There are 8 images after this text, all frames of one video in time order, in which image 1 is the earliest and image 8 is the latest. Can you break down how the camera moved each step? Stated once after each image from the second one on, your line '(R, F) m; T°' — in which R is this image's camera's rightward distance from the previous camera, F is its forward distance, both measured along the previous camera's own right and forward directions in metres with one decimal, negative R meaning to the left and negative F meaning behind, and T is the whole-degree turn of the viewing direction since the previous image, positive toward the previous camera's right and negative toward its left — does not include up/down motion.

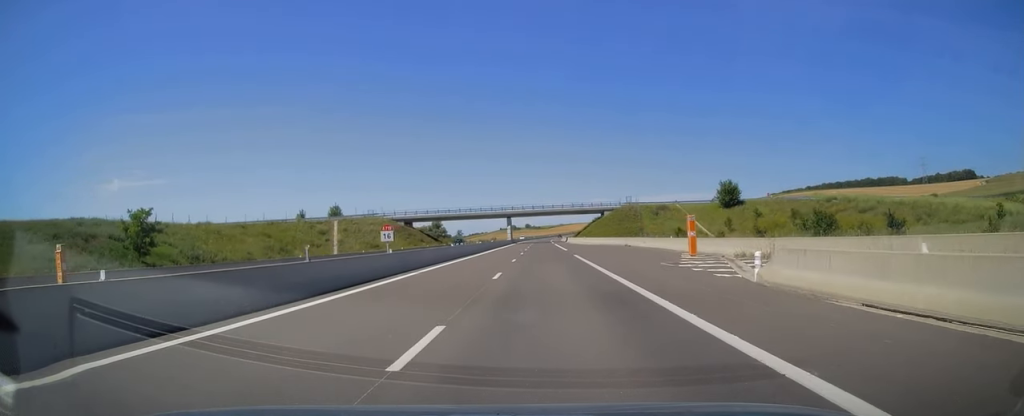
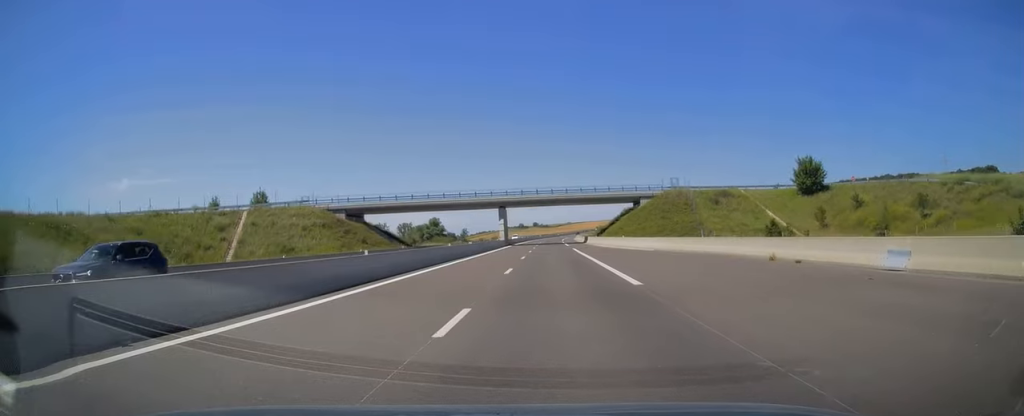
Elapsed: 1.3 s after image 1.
(-0.3, +37.4) m; -1°
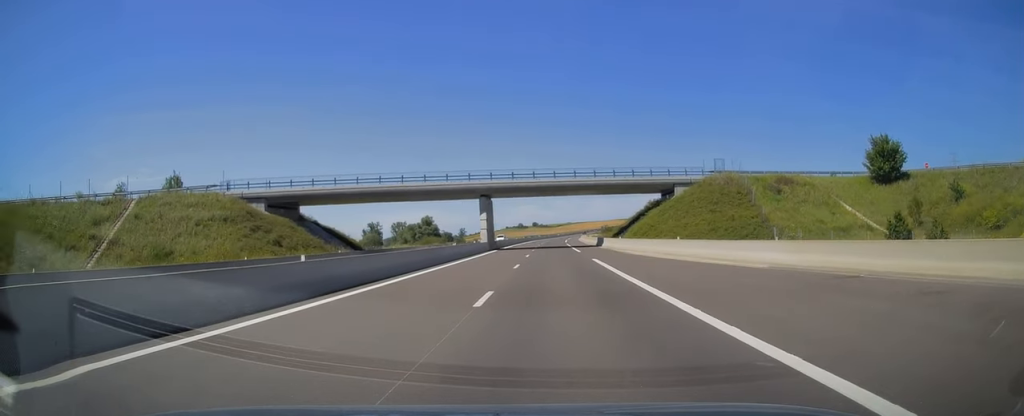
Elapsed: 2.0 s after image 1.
(0.0, +22.7) m; 0°
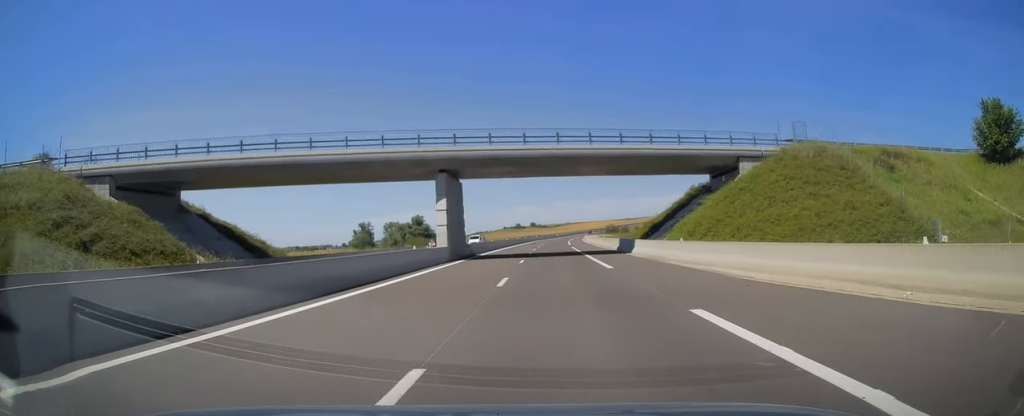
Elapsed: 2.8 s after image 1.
(0.0, +21.7) m; 0°
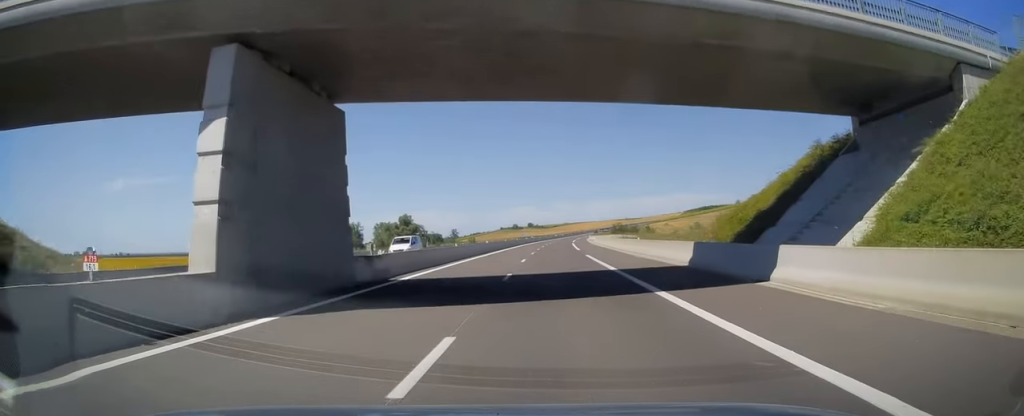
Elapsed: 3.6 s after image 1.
(+0.1, +24.0) m; 0°
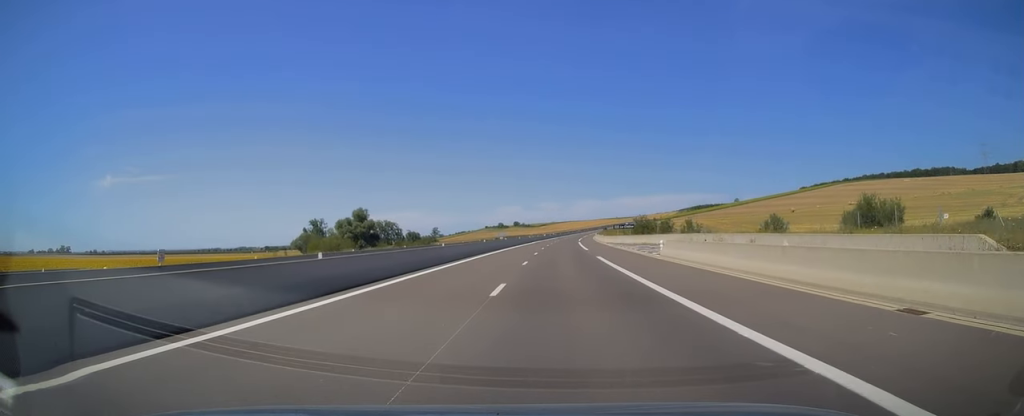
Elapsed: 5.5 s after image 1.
(+0.6, +56.9) m; +2°
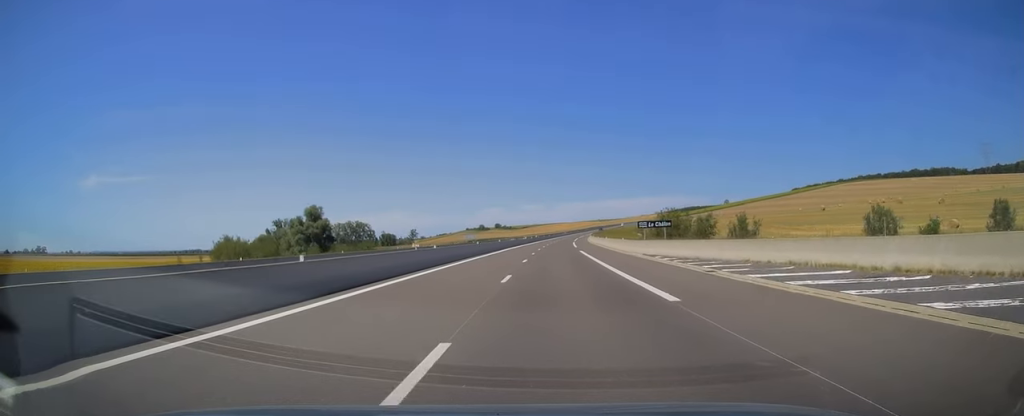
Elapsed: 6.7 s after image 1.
(+1.0, +35.0) m; +3°
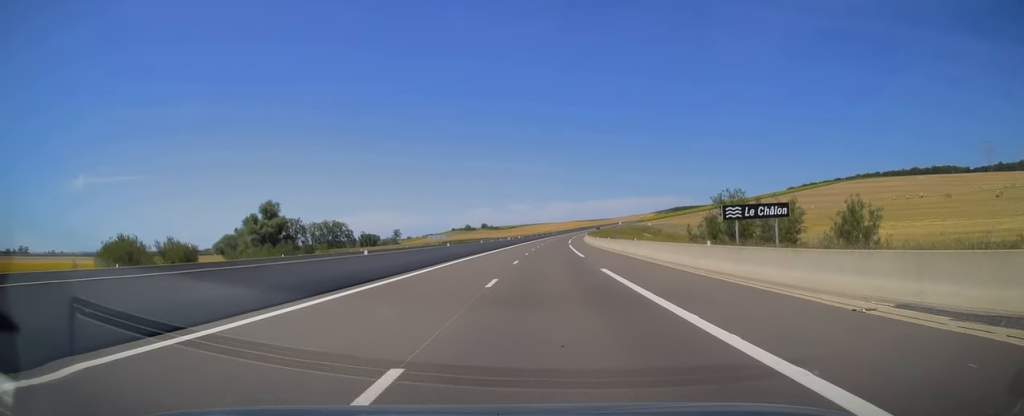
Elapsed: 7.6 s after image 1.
(+0.2, +27.7) m; 0°
